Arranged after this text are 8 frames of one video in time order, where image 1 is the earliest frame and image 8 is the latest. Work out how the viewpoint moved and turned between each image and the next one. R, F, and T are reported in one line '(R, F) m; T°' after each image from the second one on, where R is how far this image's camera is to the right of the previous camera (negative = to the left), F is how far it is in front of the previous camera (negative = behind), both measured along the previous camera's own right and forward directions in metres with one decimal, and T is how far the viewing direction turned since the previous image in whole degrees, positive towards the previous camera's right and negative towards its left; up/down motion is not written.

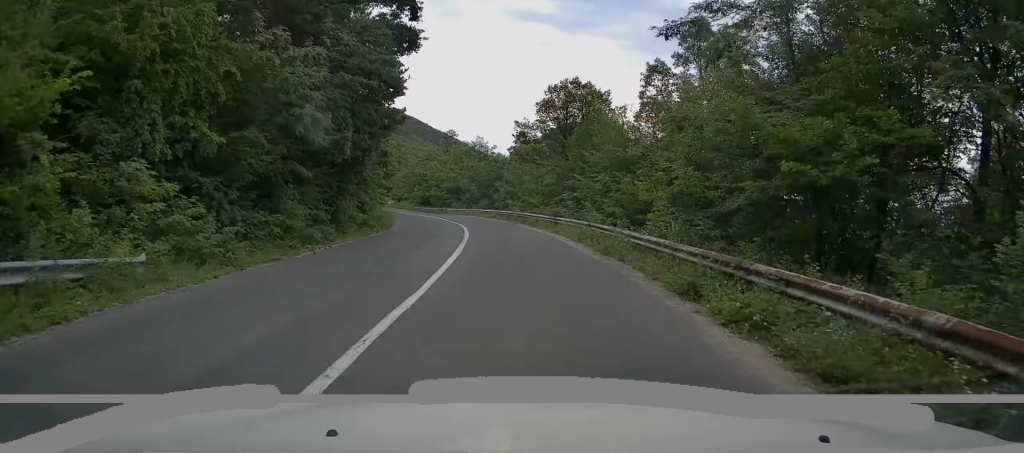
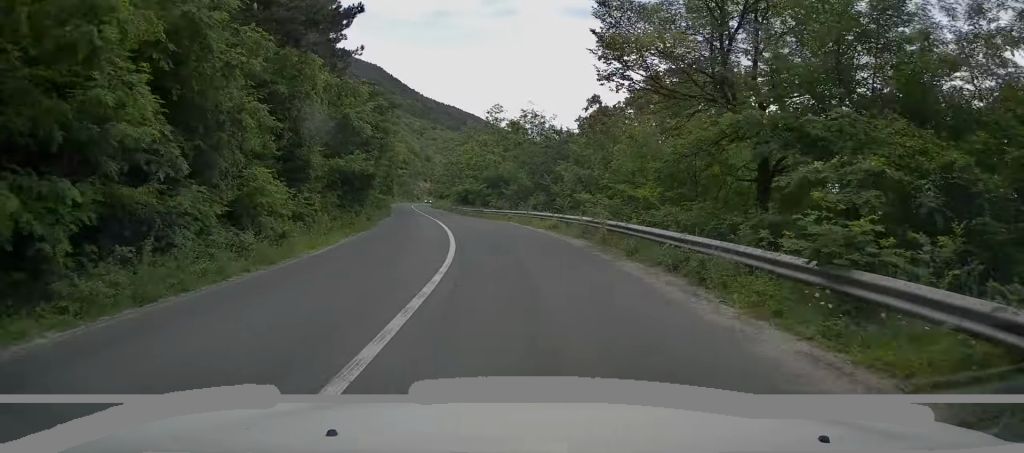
(-0.6, +22.9) m; -4°
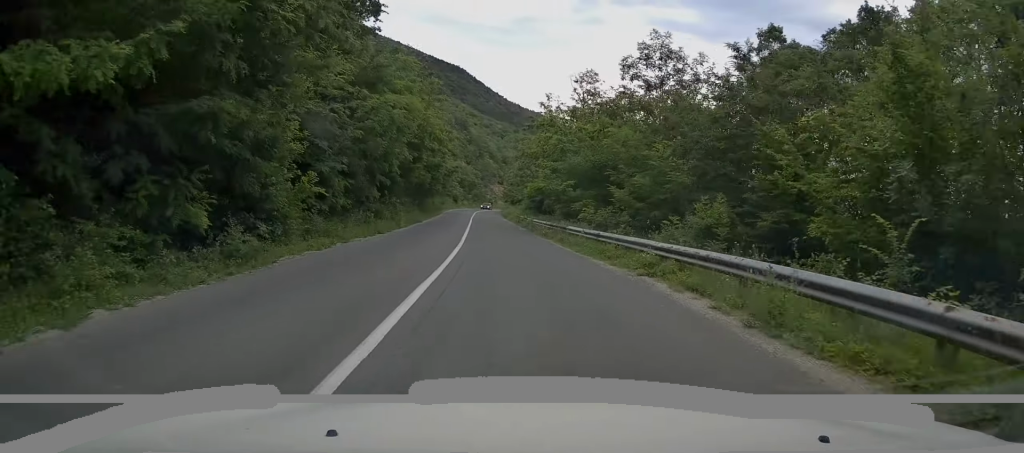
(-1.0, +21.6) m; -7°
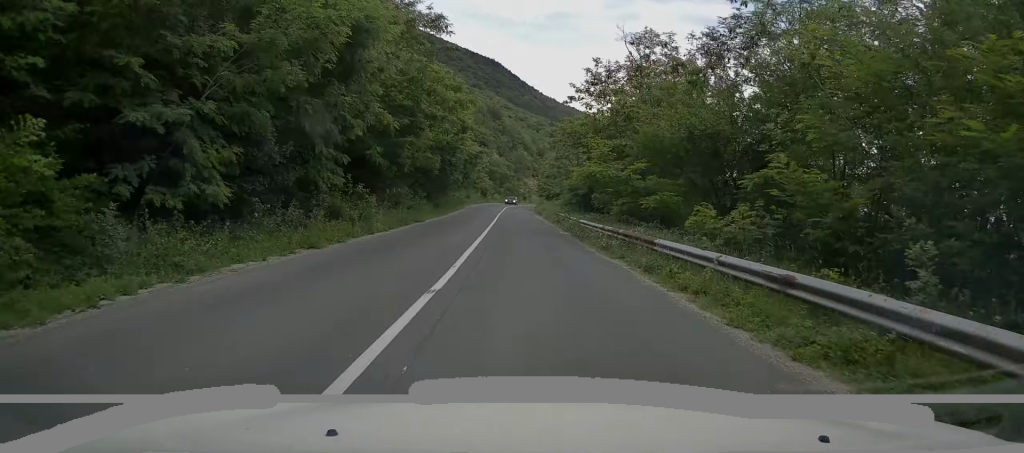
(-0.5, +10.5) m; -4°
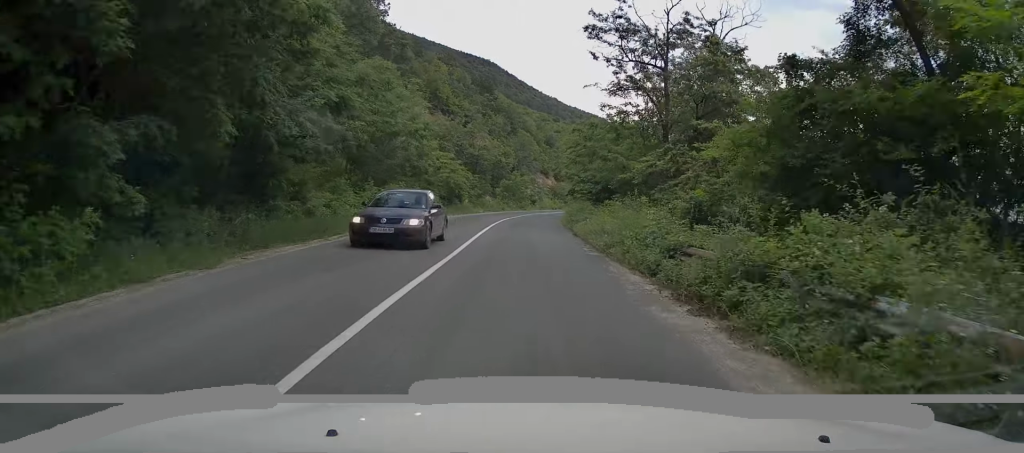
(-1.5, +44.4) m; -1°
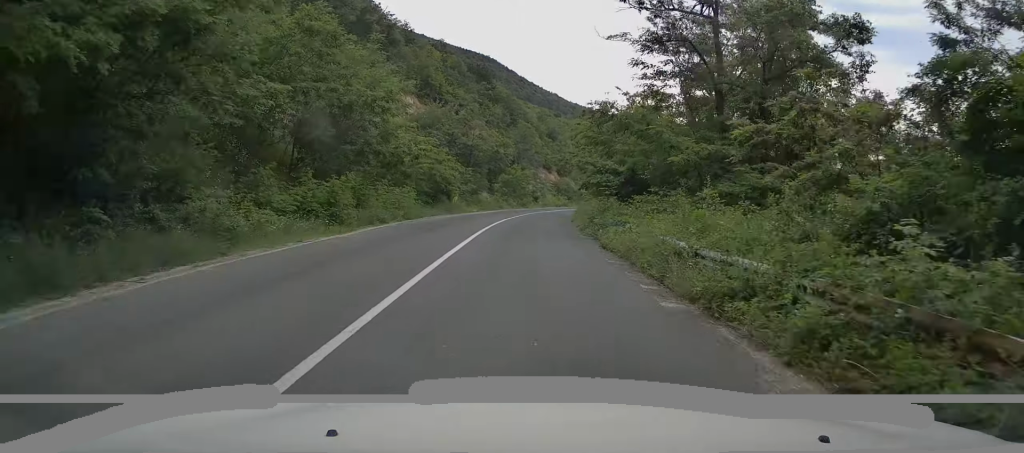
(+0.1, +8.1) m; 0°
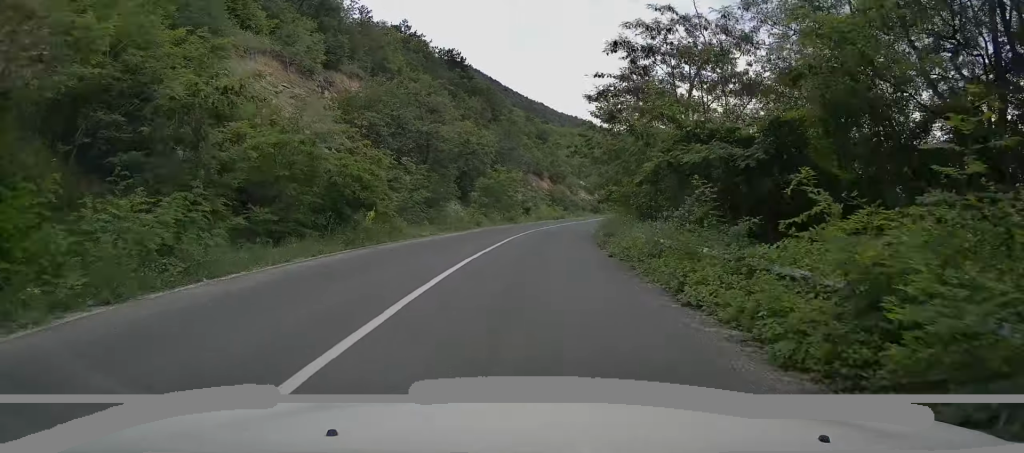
(+0.2, +18.6) m; +3°
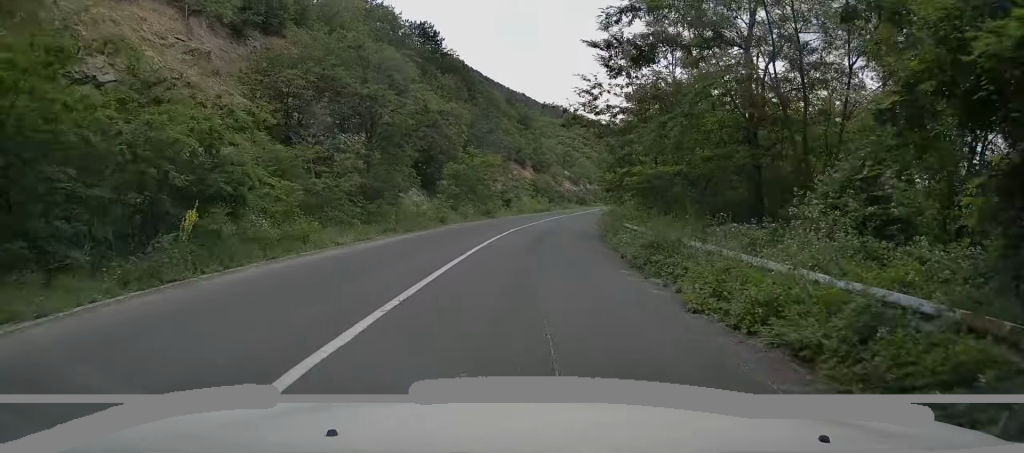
(0.0, +9.4) m; +2°
